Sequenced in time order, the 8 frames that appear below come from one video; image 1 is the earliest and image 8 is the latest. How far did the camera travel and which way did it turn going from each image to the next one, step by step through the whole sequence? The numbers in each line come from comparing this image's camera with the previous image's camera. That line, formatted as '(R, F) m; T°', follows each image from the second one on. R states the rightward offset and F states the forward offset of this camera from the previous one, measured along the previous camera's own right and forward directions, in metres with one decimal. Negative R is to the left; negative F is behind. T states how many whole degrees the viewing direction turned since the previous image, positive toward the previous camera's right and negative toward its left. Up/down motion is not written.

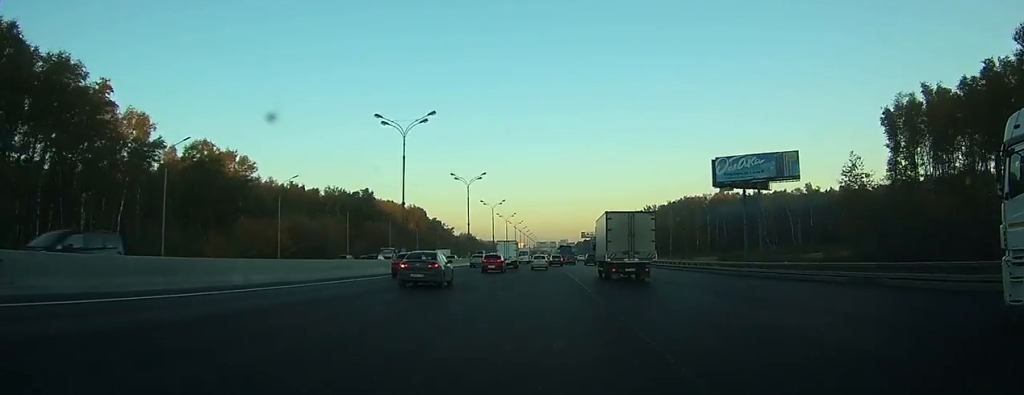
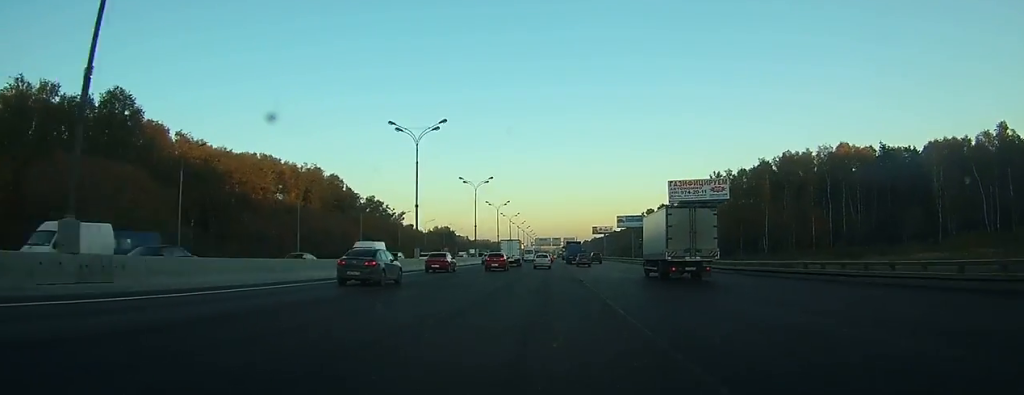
(-0.5, +115.5) m; 0°
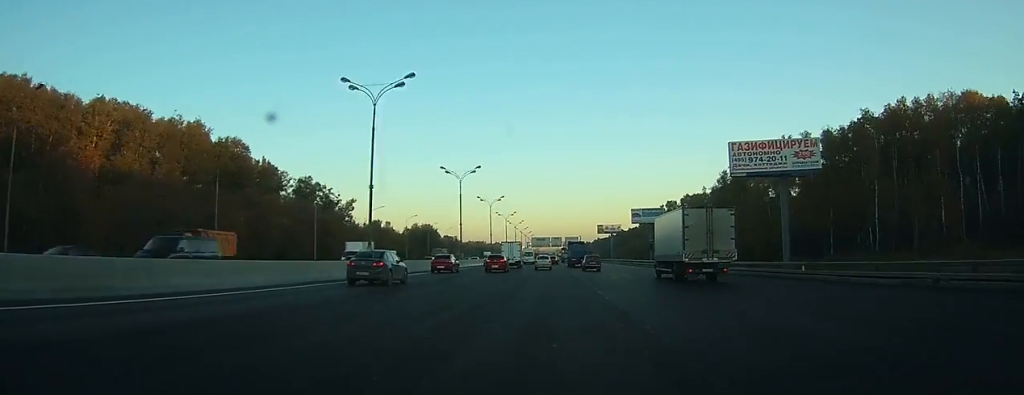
(+0.1, +53.6) m; 0°
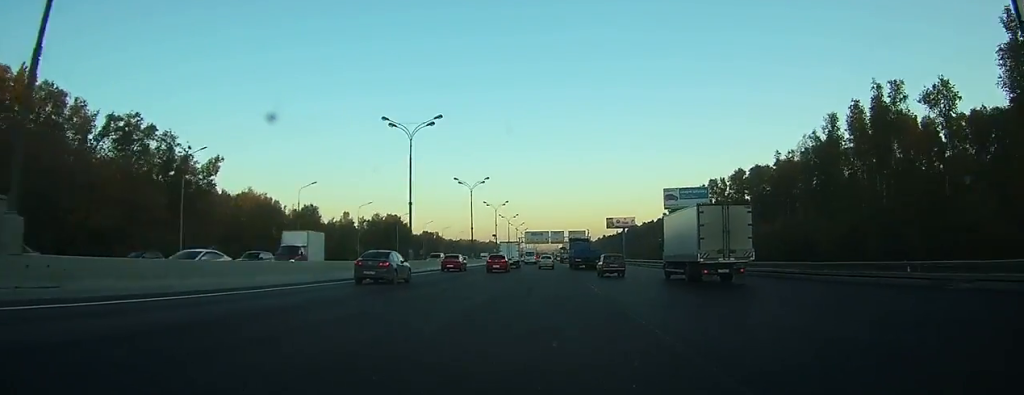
(0.0, +65.7) m; 0°
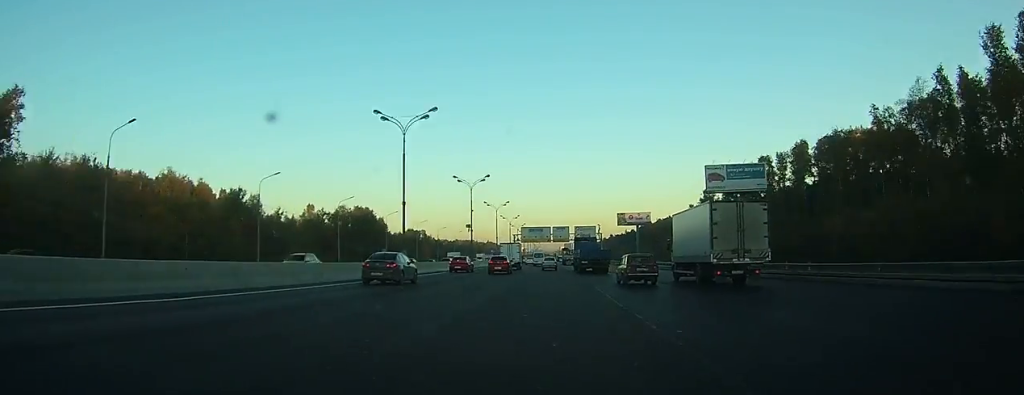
(0.0, +43.9) m; 0°
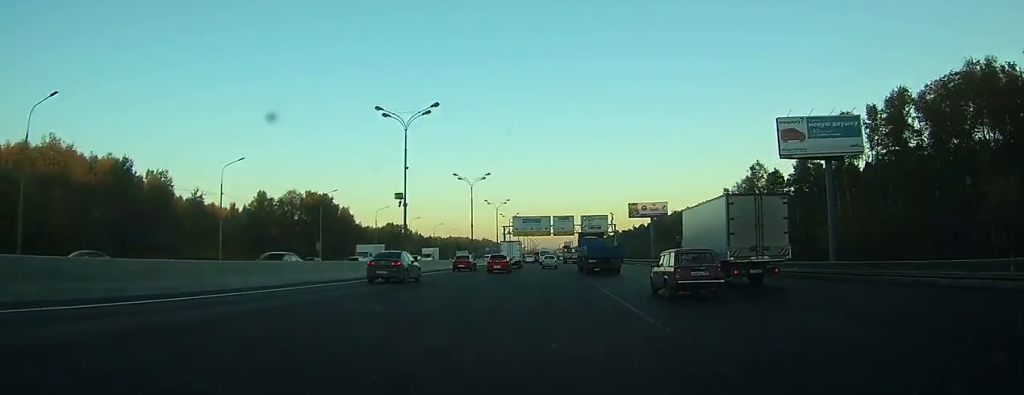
(0.0, +42.0) m; 0°
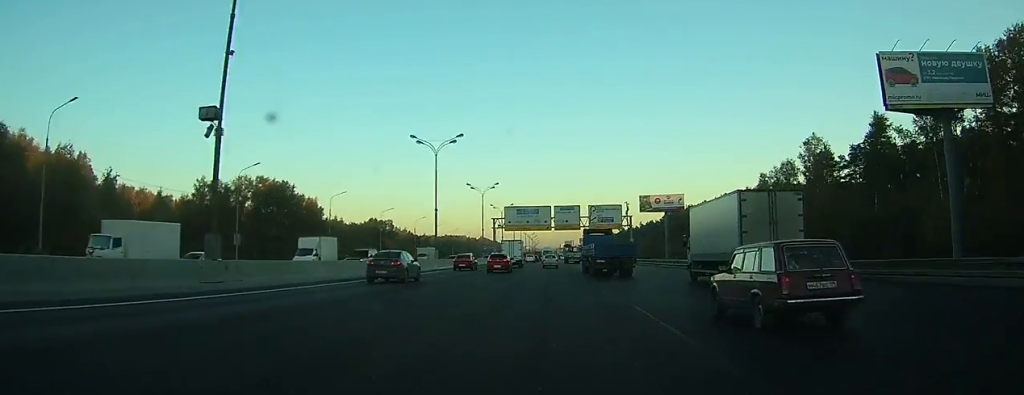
(0.0, +29.8) m; 0°
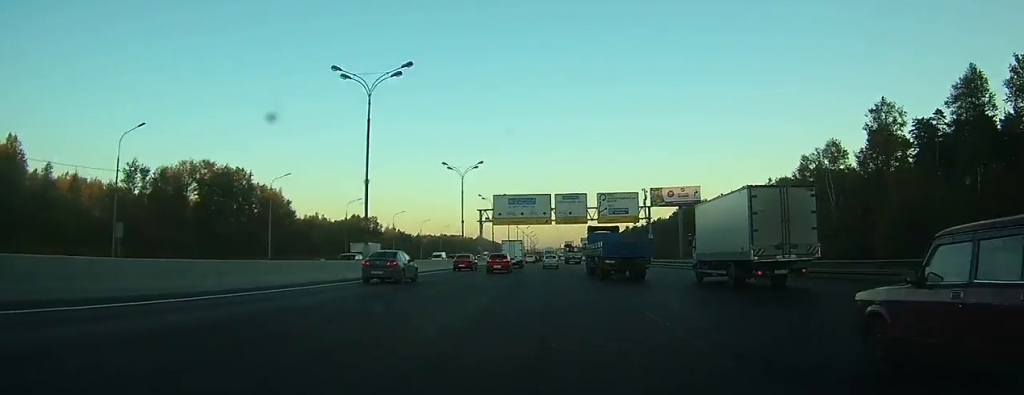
(0.0, +23.0) m; 0°
